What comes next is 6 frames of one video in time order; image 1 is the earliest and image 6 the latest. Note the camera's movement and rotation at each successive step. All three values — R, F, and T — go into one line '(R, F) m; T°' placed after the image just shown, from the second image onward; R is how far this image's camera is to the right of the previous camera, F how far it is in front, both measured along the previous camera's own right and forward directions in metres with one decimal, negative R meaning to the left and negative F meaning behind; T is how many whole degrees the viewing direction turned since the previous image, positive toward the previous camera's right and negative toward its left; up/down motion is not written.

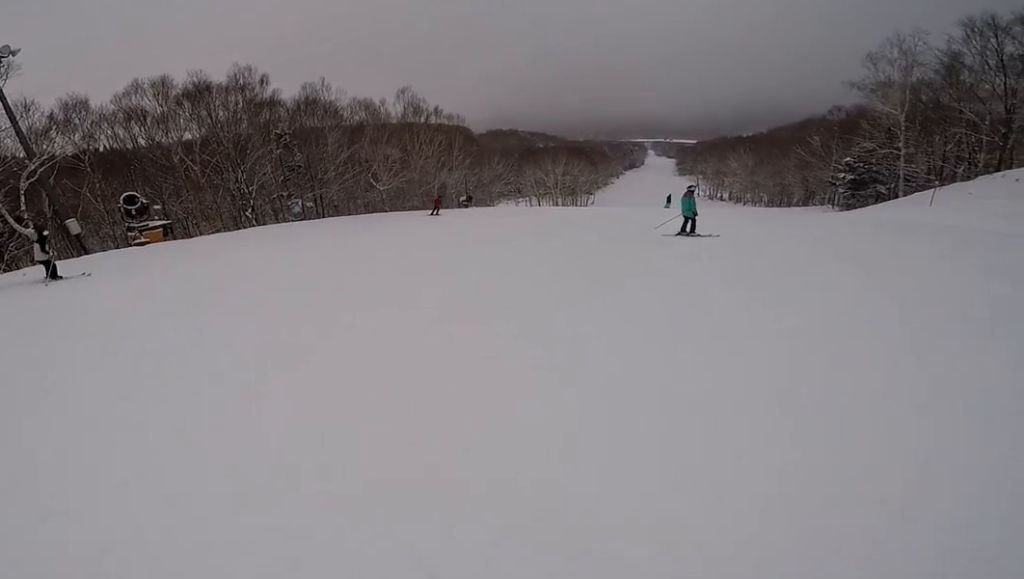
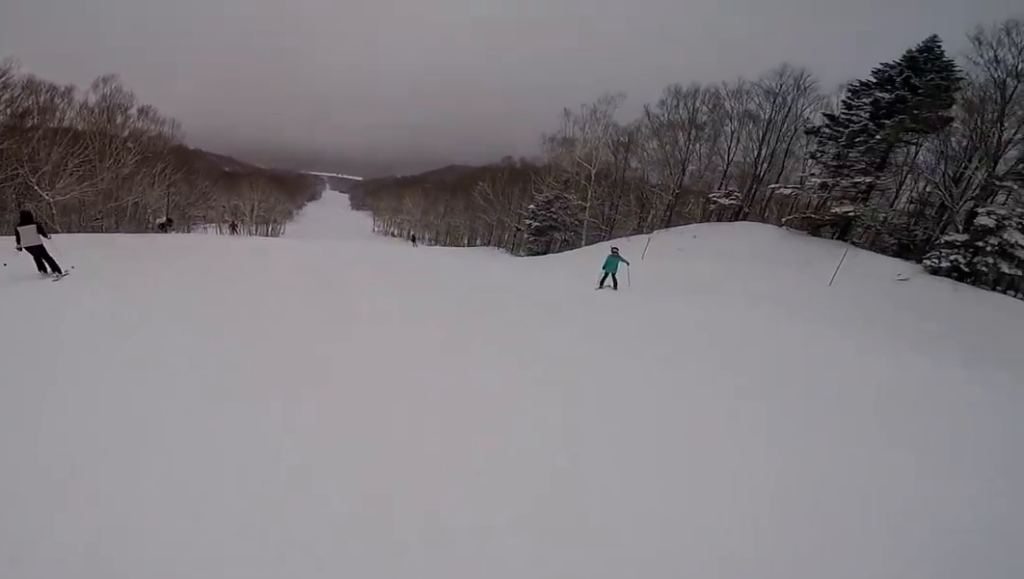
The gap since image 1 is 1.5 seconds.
(+2.6, +5.9) m; +53°
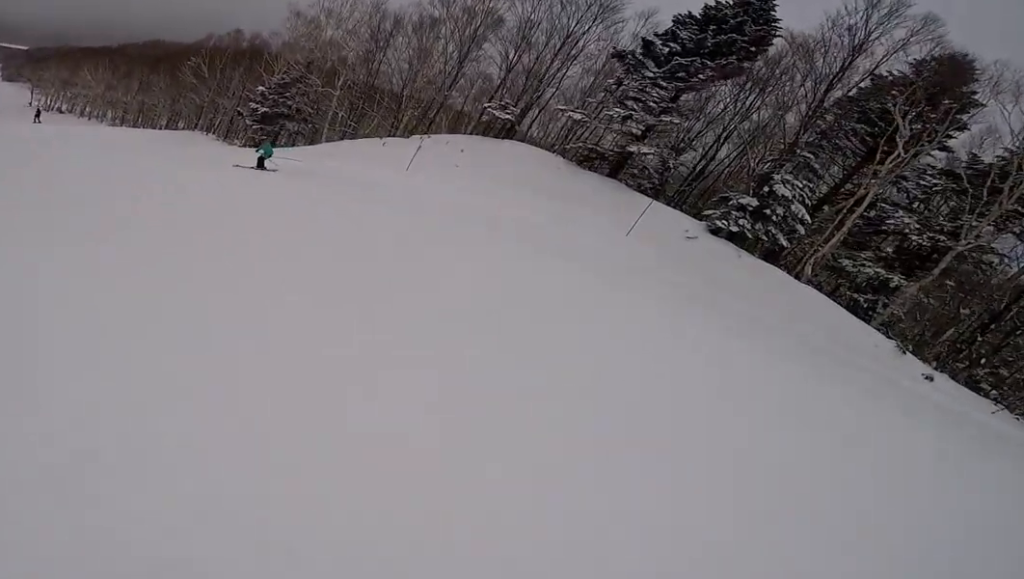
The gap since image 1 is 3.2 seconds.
(+3.7, +7.0) m; +45°
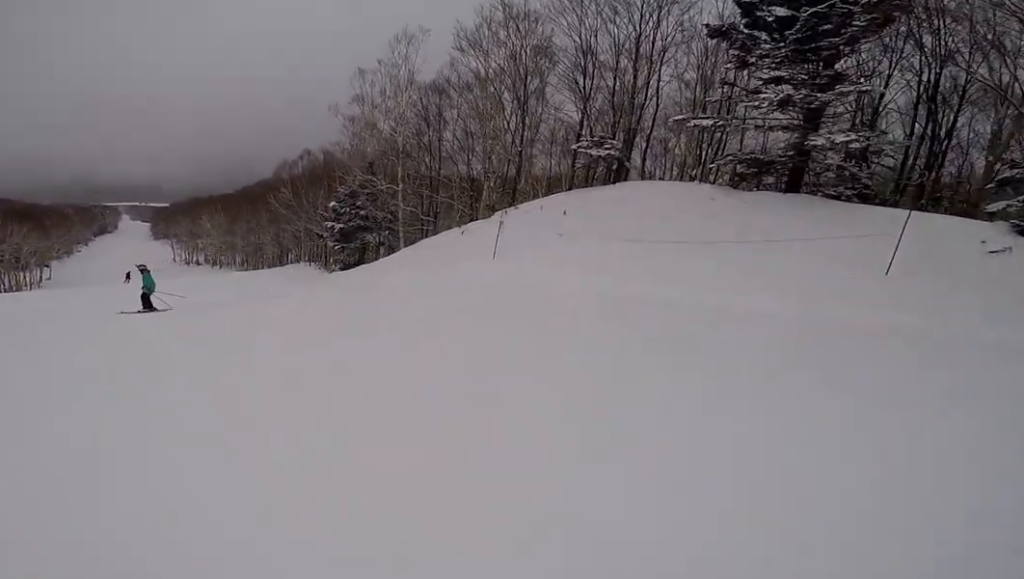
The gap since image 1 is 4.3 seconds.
(+0.6, +5.5) m; -16°
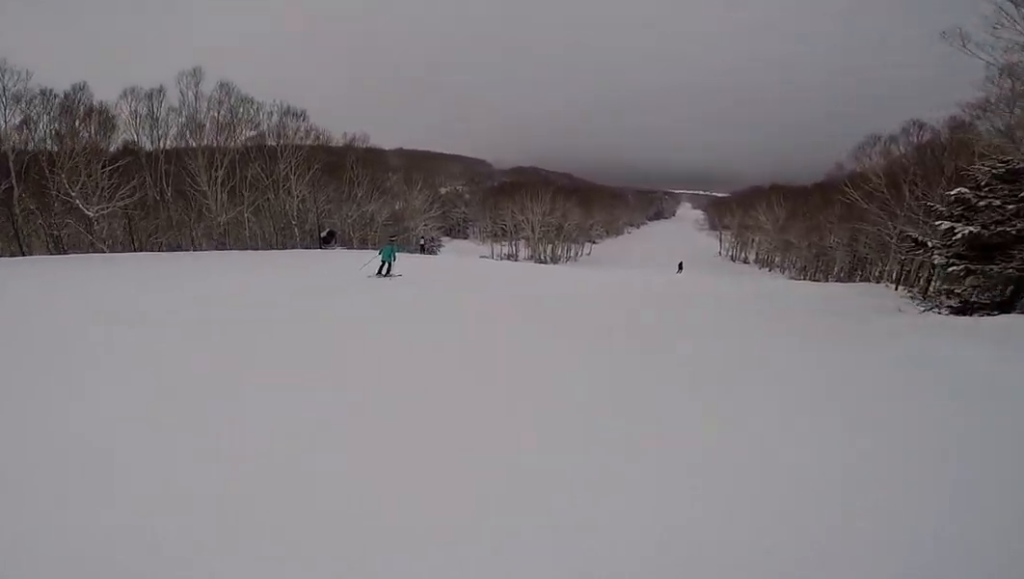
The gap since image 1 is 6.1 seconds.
(-3.8, +8.1) m; -47°
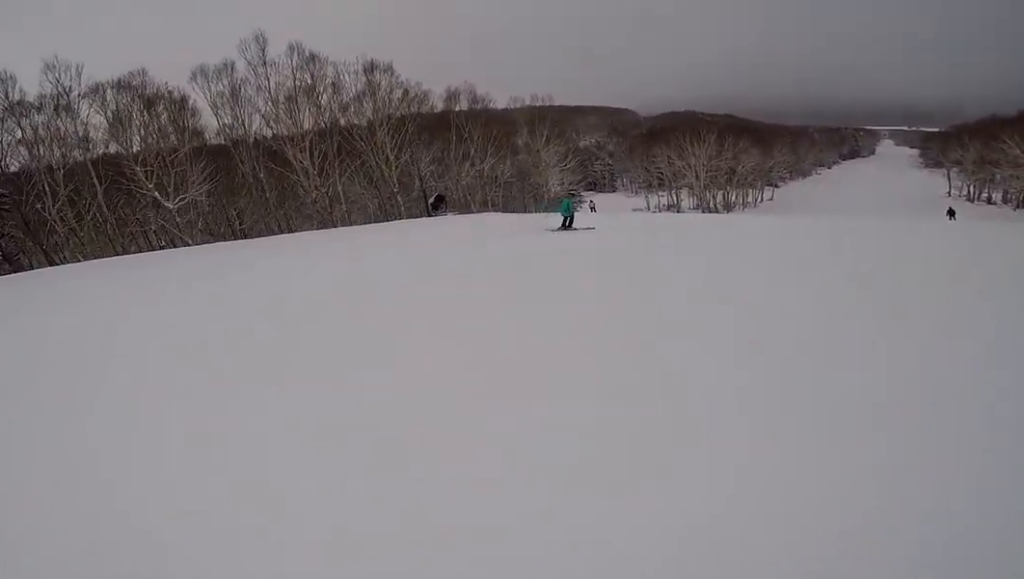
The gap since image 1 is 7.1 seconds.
(-1.0, +4.1) m; -23°
